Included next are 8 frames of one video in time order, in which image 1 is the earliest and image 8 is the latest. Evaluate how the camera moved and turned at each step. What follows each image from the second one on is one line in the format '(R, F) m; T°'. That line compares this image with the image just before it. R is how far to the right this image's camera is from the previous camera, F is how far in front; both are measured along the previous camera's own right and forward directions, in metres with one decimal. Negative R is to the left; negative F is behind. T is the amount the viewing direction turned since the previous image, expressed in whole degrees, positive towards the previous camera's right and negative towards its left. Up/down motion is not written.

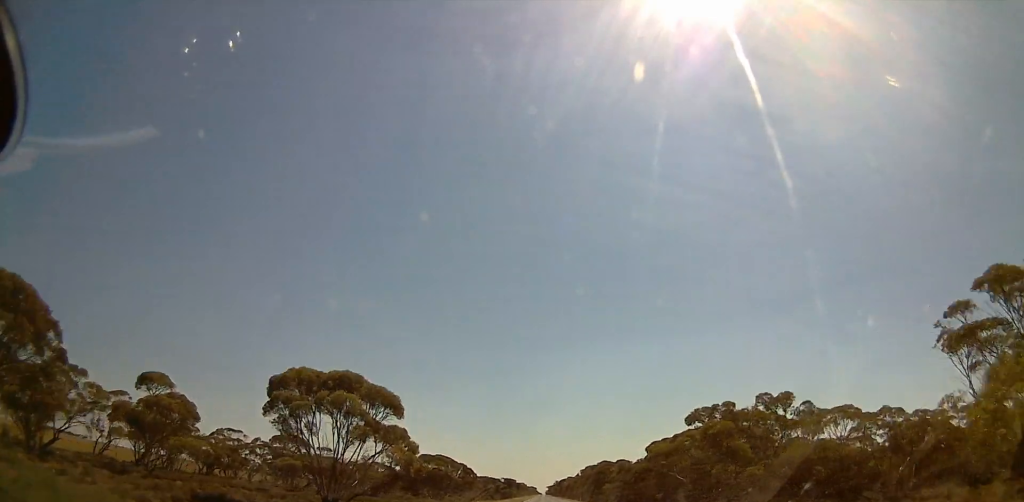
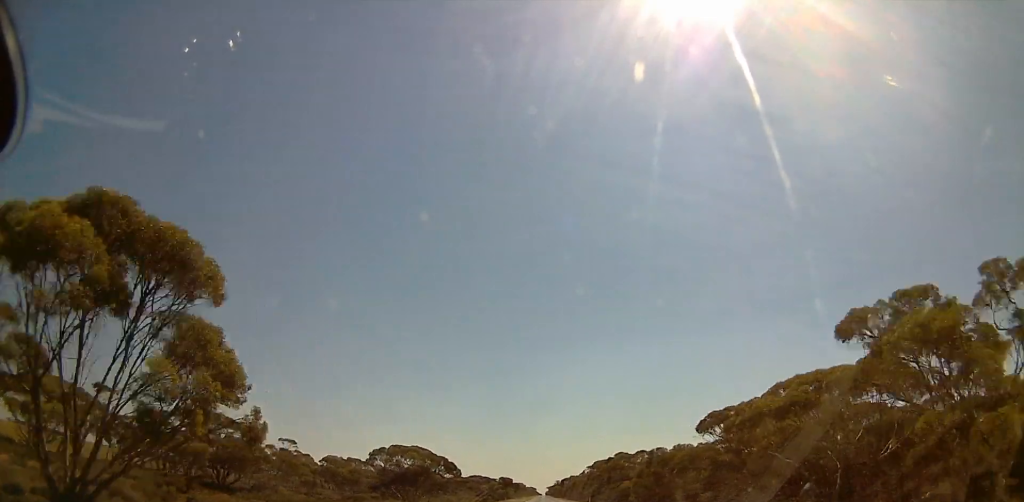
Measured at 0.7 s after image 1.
(0.0, +26.7) m; 0°
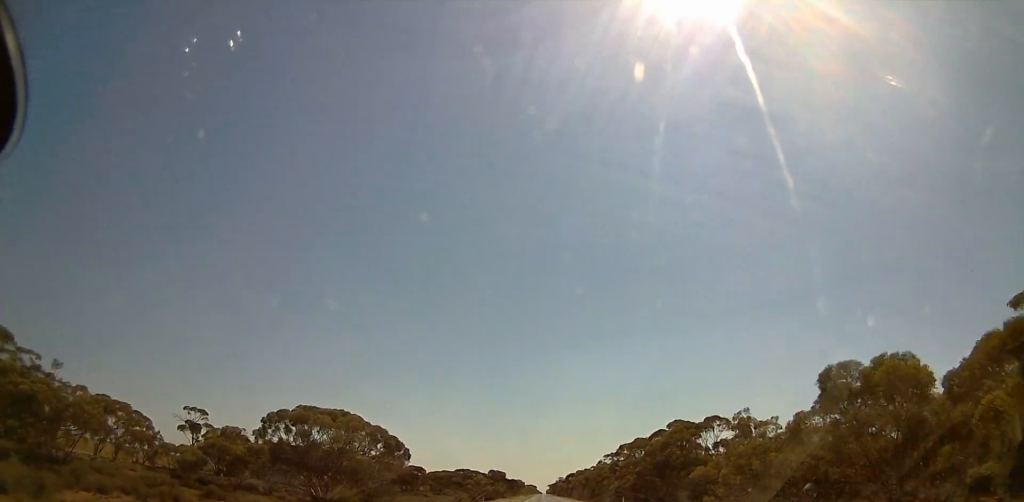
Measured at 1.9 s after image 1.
(0.0, +42.7) m; 0°
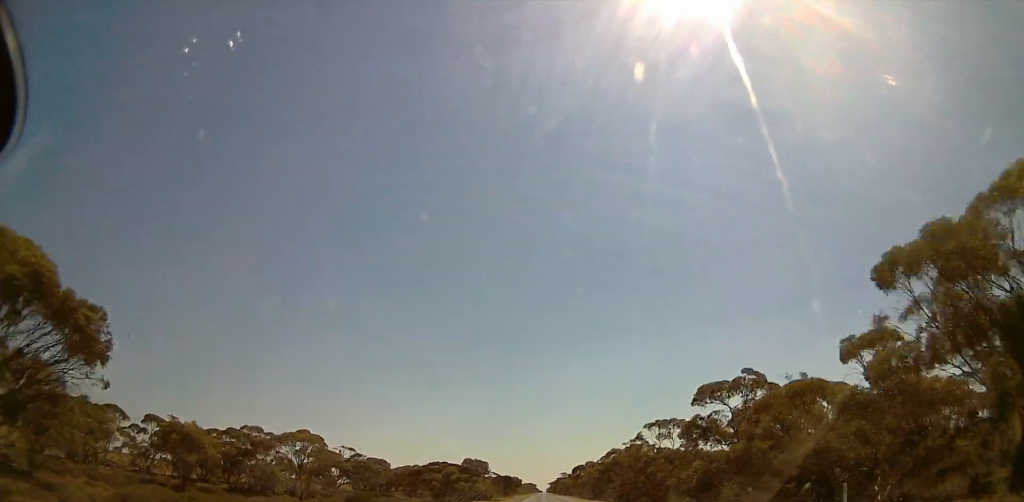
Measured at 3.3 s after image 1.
(0.0, +47.3) m; 0°
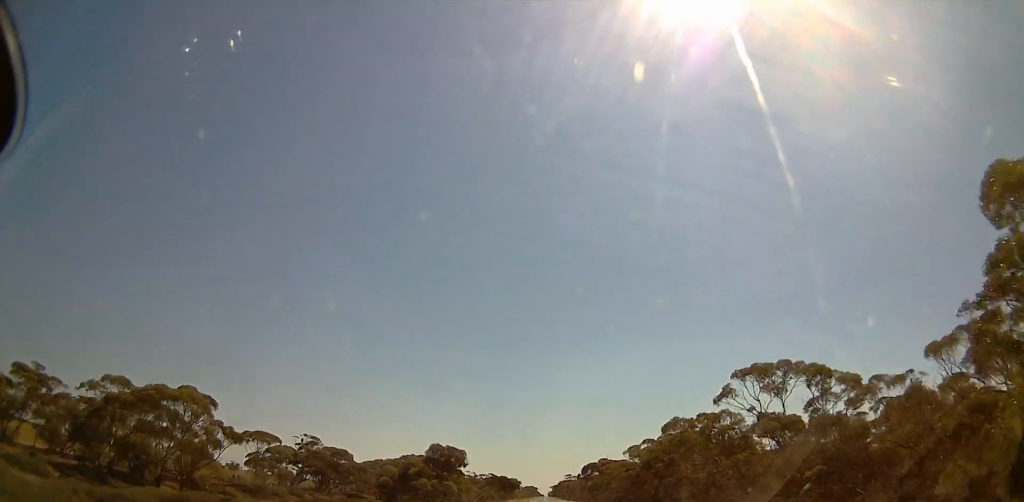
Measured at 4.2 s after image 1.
(0.0, +31.2) m; 0°
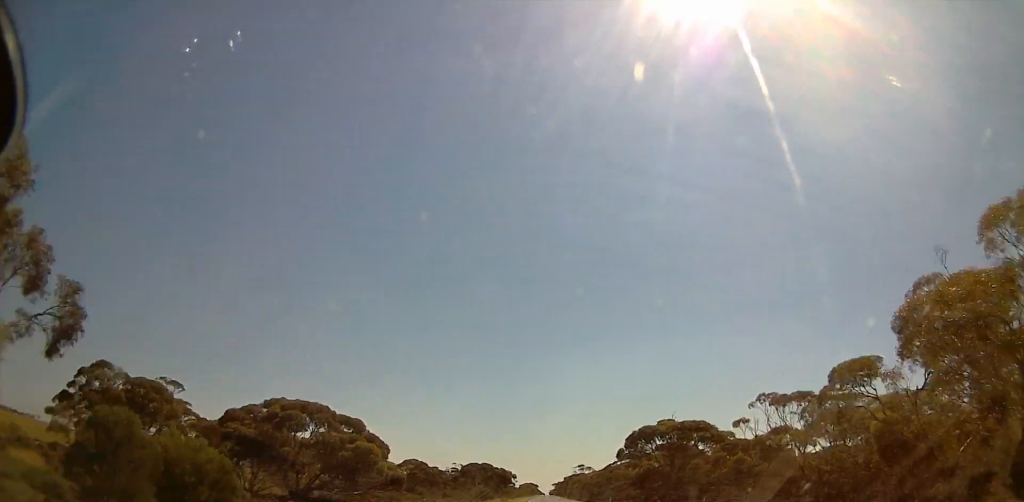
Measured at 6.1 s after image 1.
(0.0, +58.4) m; 0°
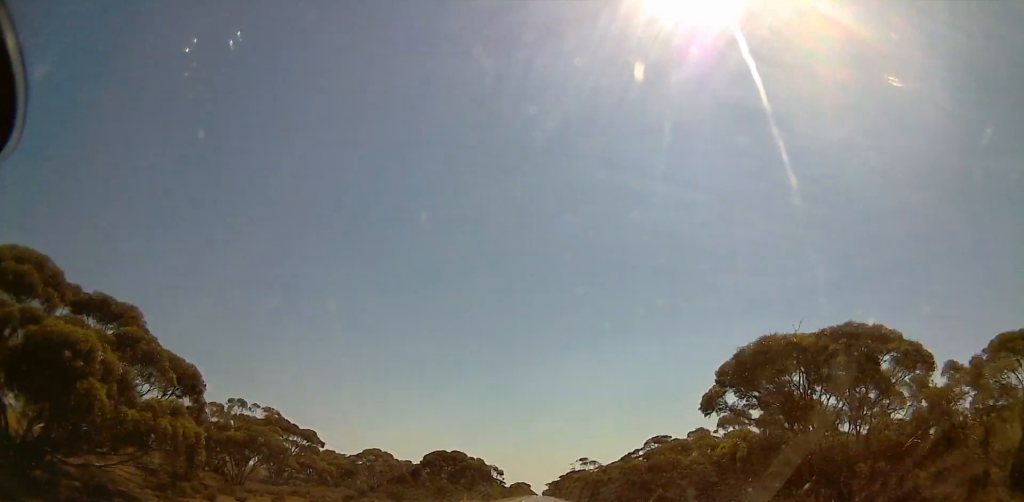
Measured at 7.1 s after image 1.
(0.0, +30.9) m; 0°
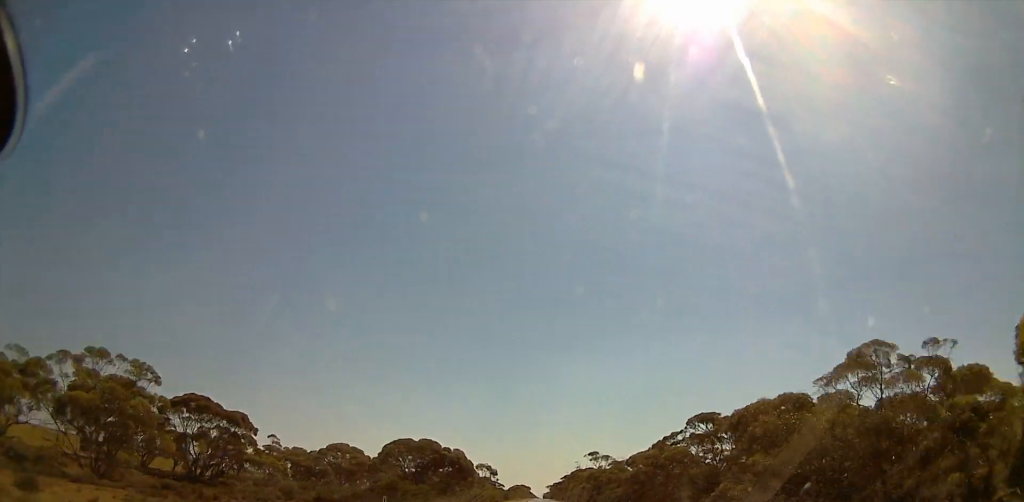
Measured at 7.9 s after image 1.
(0.0, +21.6) m; 0°
